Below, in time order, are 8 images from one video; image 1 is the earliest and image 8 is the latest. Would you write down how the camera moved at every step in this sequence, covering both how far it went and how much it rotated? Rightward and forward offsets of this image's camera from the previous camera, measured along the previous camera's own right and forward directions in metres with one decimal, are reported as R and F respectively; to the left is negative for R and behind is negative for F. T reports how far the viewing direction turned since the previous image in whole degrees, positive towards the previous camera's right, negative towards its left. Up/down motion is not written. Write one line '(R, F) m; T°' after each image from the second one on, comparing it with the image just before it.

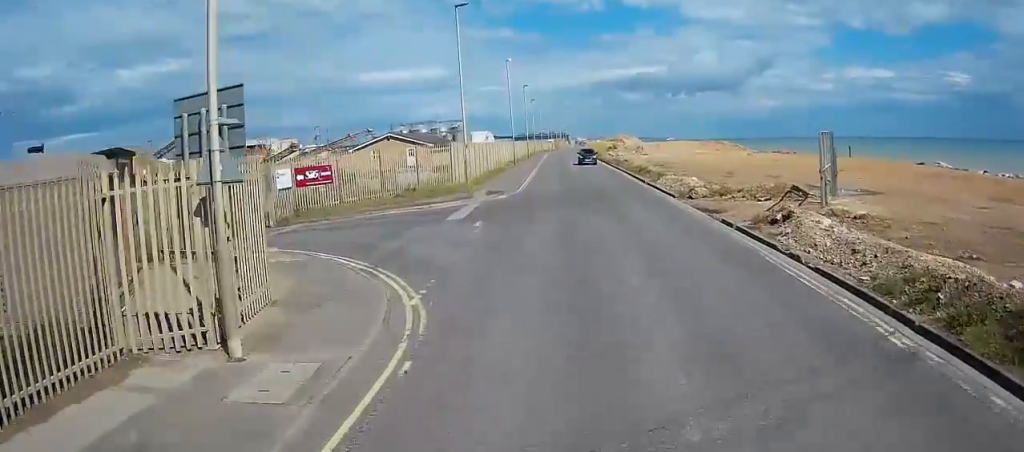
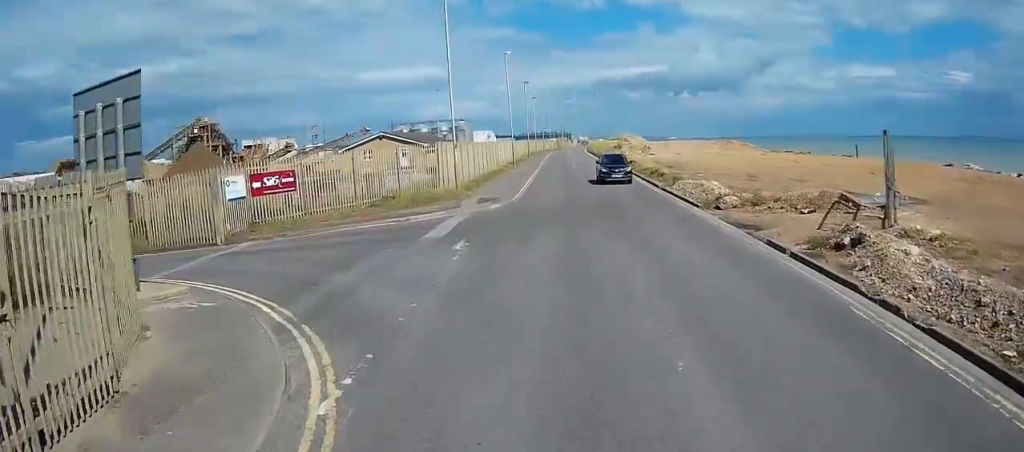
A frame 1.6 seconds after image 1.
(0.0, +2.6) m; 0°
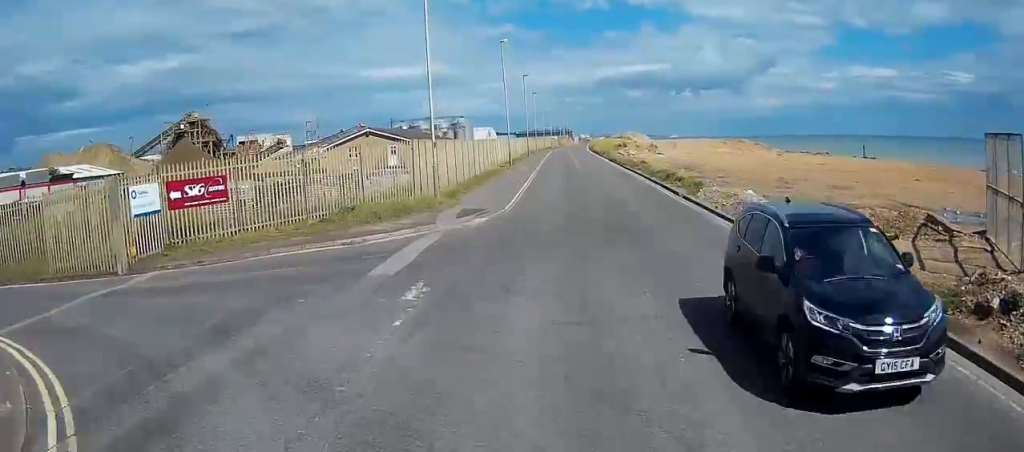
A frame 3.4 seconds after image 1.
(0.0, +5.2) m; +2°
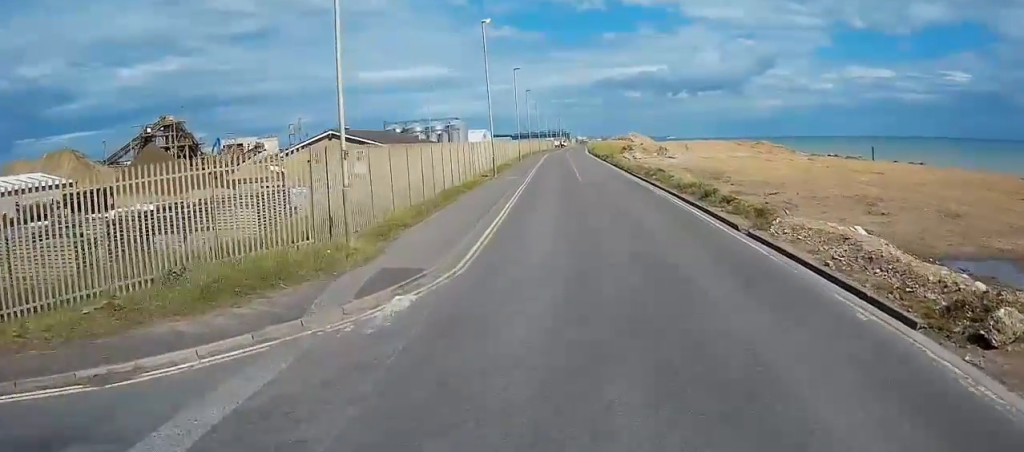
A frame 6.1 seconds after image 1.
(0.0, +11.8) m; -1°
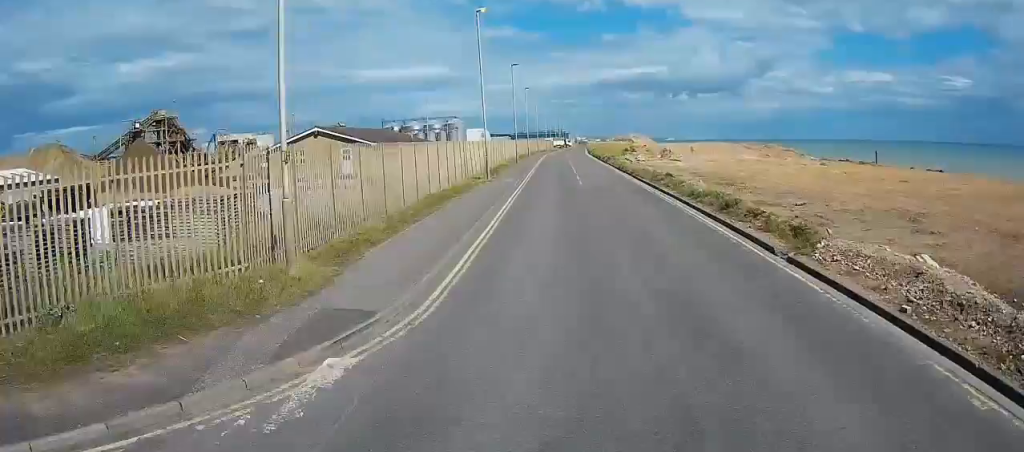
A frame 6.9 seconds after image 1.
(-0.1, +3.7) m; 0°
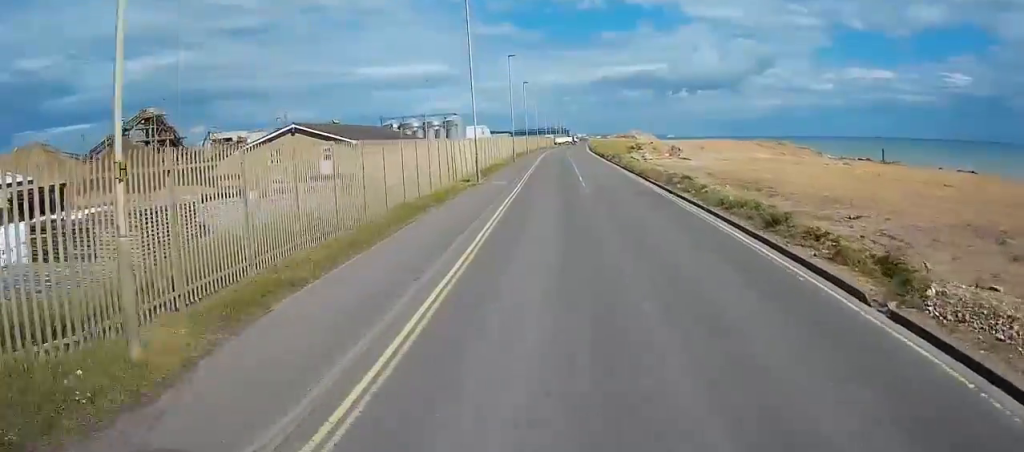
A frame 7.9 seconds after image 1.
(0.0, +5.3) m; +2°
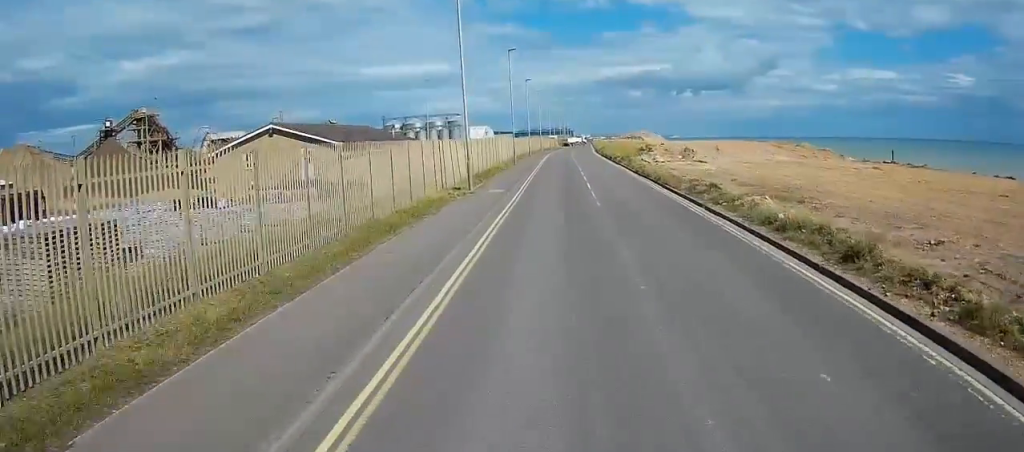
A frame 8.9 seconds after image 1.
(0.0, +5.4) m; +1°
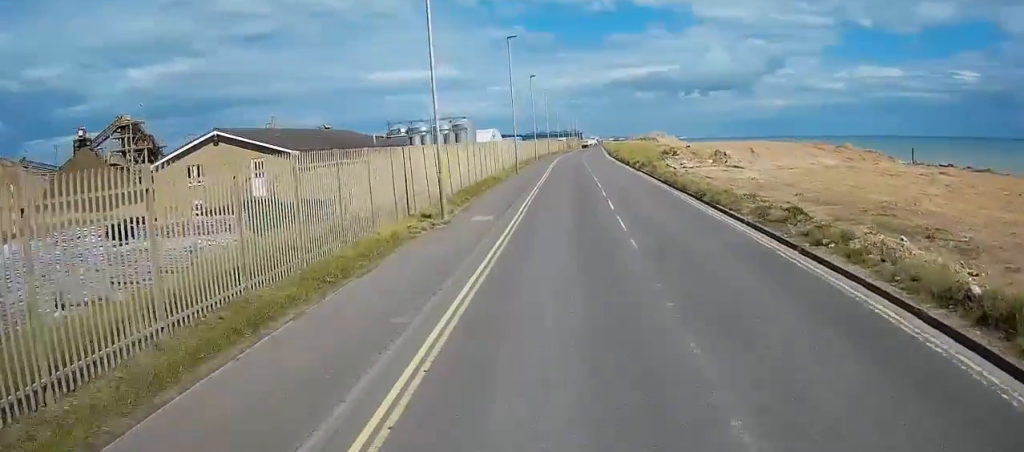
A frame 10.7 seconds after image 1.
(+0.3, +10.5) m; 0°
